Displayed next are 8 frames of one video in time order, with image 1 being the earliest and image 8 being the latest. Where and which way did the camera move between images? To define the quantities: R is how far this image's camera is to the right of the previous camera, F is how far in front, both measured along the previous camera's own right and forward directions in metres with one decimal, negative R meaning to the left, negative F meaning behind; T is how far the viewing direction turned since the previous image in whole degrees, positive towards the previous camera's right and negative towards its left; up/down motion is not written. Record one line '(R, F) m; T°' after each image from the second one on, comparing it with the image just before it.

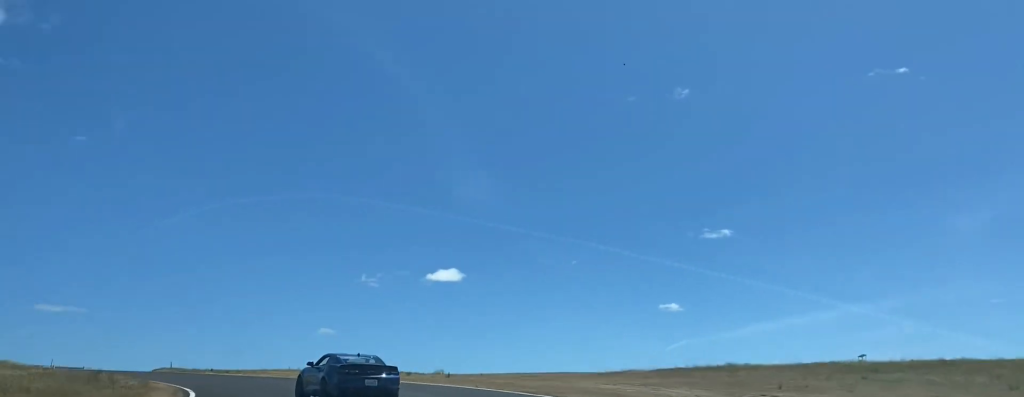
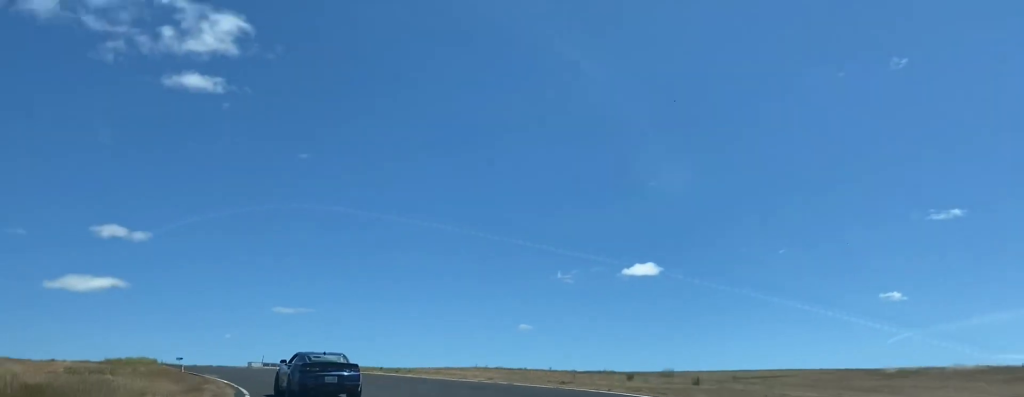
(-2.5, +16.9) m; -14°
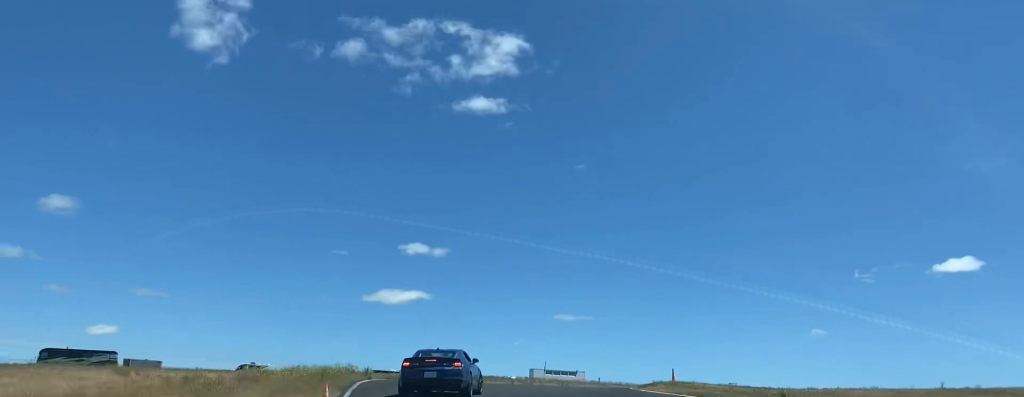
(-4.1, +27.2) m; -13°
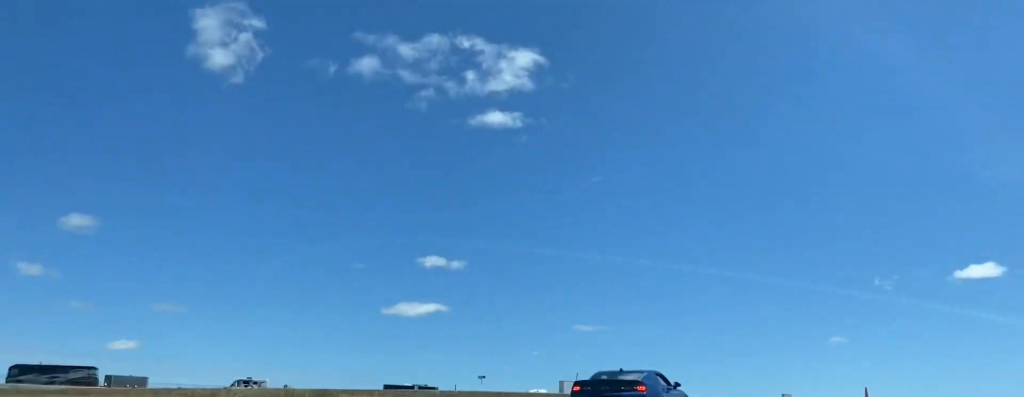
(-2.0, +15.9) m; 0°
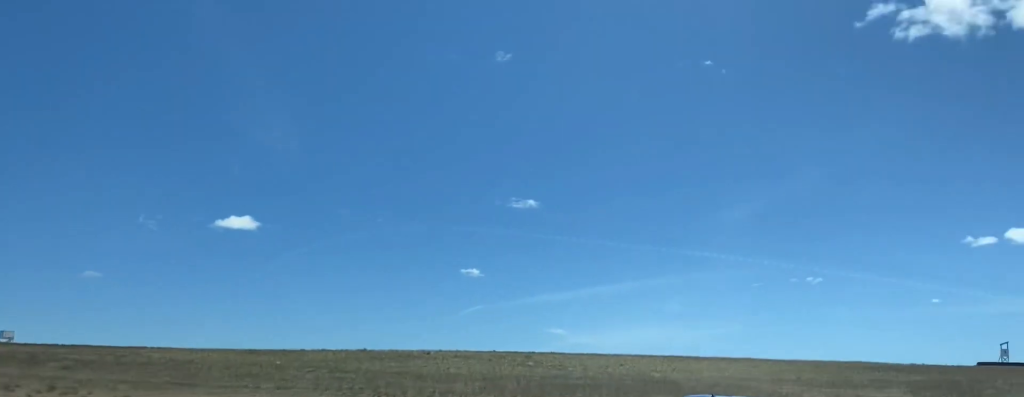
(+10.7, +32.9) m; +44°
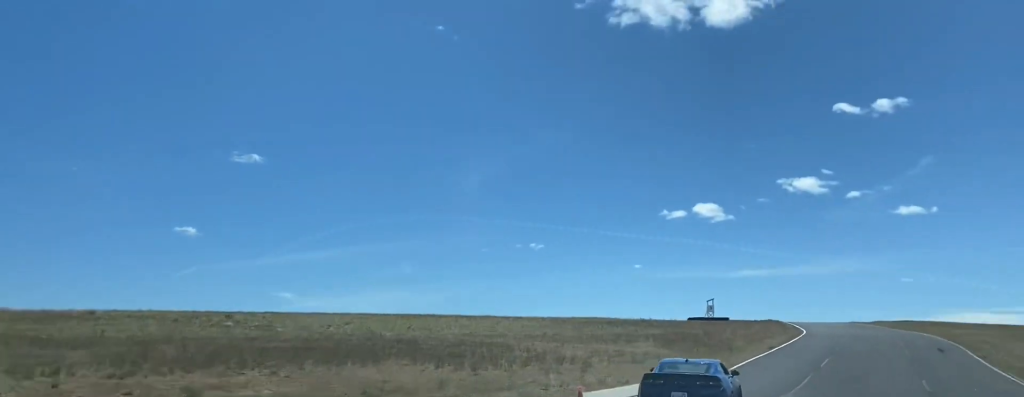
(+3.0, +12.5) m; +18°
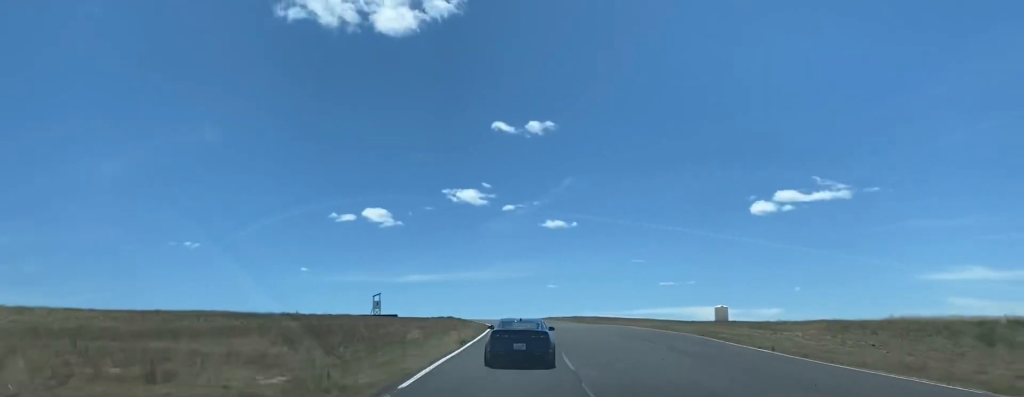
(+5.8, +23.6) m; +20°
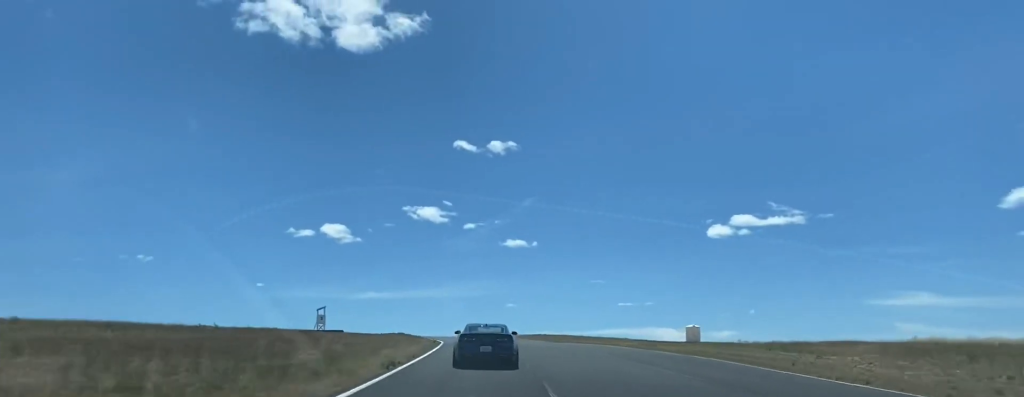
(+0.5, +11.1) m; +4°
